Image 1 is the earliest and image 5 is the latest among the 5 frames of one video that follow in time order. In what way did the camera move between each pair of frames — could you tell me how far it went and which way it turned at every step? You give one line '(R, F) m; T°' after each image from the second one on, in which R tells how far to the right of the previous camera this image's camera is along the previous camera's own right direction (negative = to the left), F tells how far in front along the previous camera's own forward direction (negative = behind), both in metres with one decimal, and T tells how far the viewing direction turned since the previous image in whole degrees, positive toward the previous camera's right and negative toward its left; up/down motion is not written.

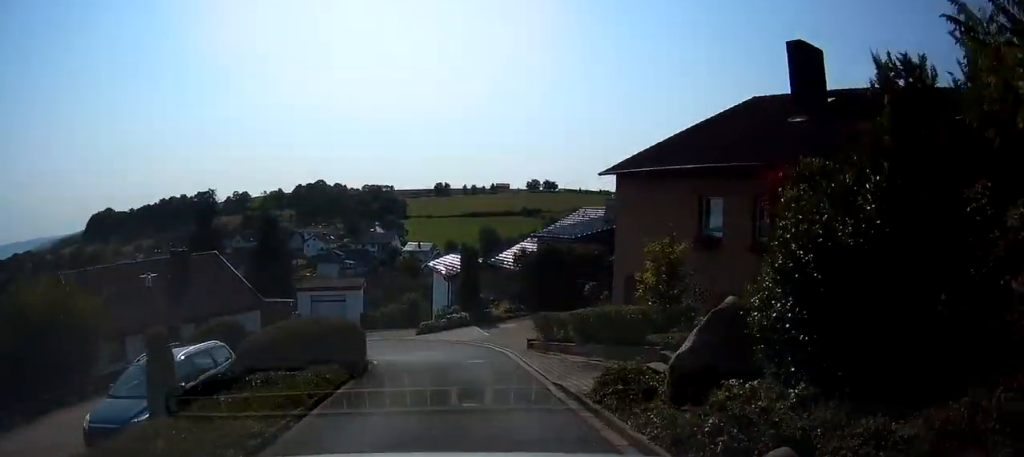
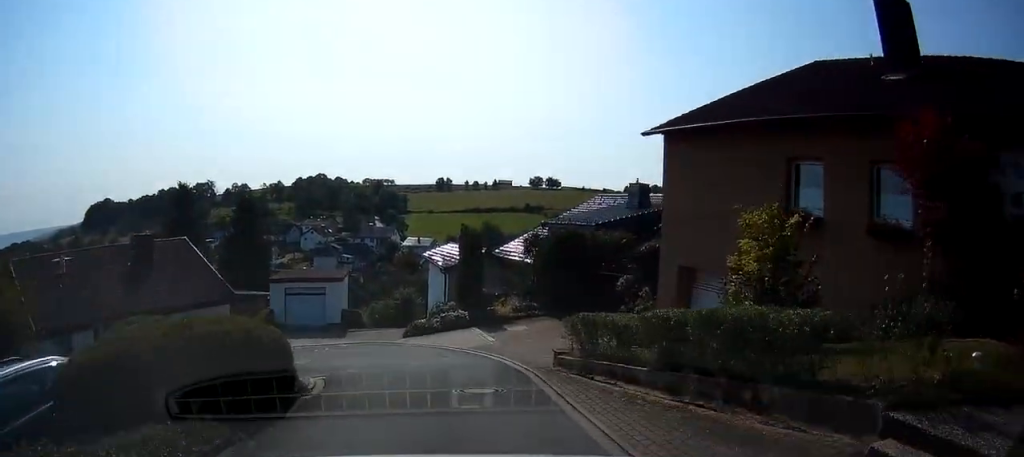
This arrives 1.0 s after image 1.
(+0.4, +5.9) m; +2°
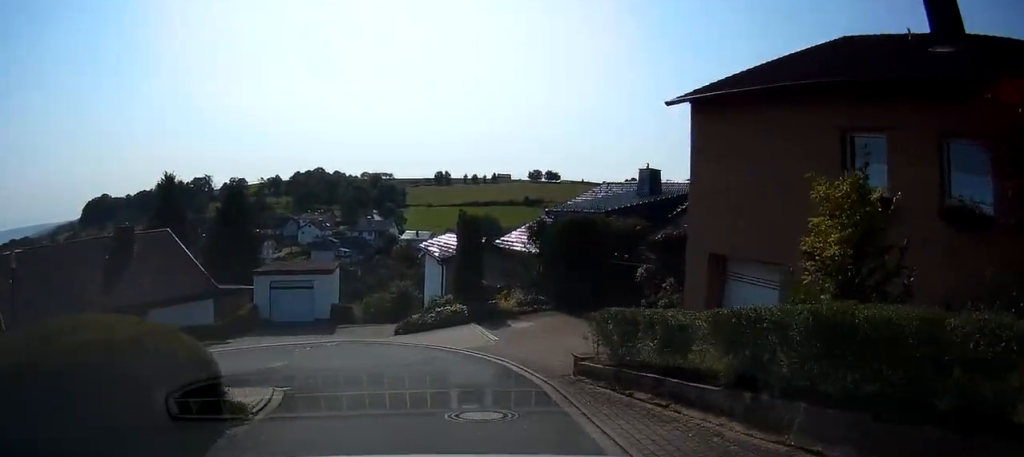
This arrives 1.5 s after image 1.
(-0.1, +2.6) m; 0°
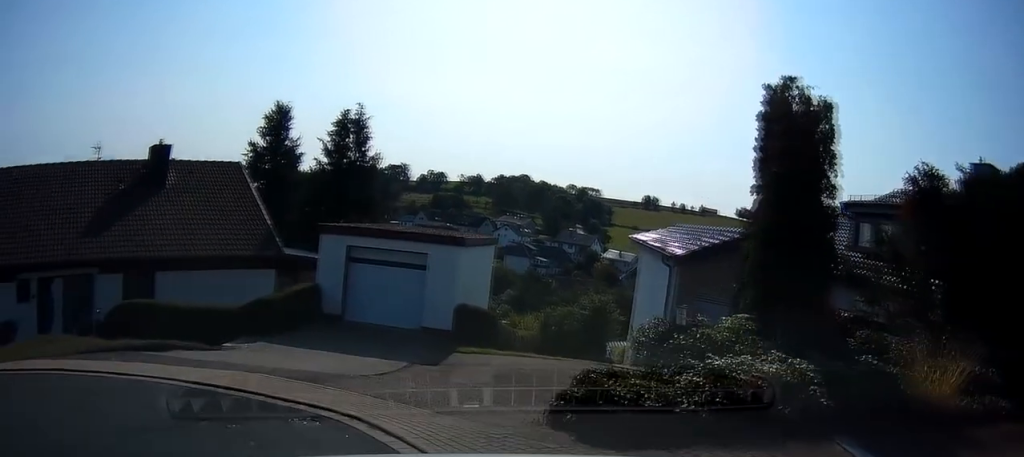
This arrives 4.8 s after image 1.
(-0.2, +15.7) m; -18°
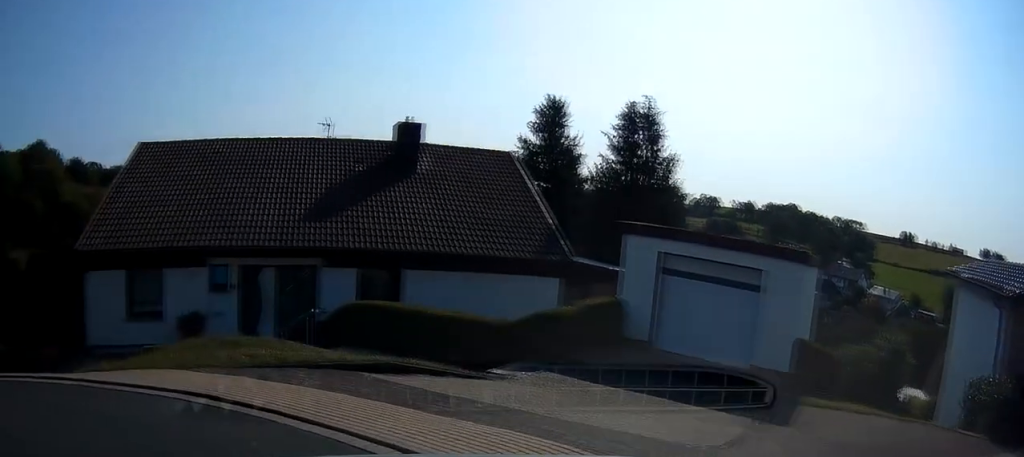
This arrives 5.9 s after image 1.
(-1.1, +3.6) m; -28°
